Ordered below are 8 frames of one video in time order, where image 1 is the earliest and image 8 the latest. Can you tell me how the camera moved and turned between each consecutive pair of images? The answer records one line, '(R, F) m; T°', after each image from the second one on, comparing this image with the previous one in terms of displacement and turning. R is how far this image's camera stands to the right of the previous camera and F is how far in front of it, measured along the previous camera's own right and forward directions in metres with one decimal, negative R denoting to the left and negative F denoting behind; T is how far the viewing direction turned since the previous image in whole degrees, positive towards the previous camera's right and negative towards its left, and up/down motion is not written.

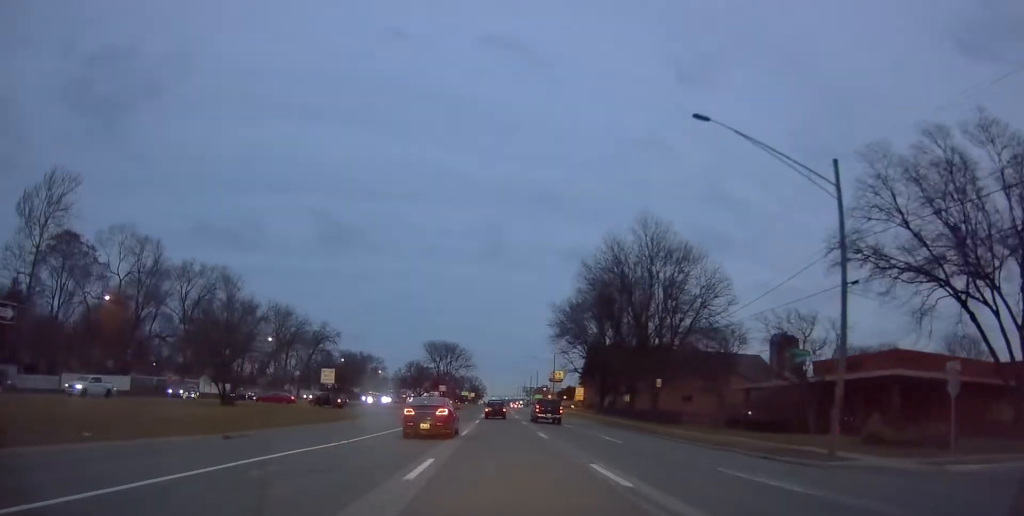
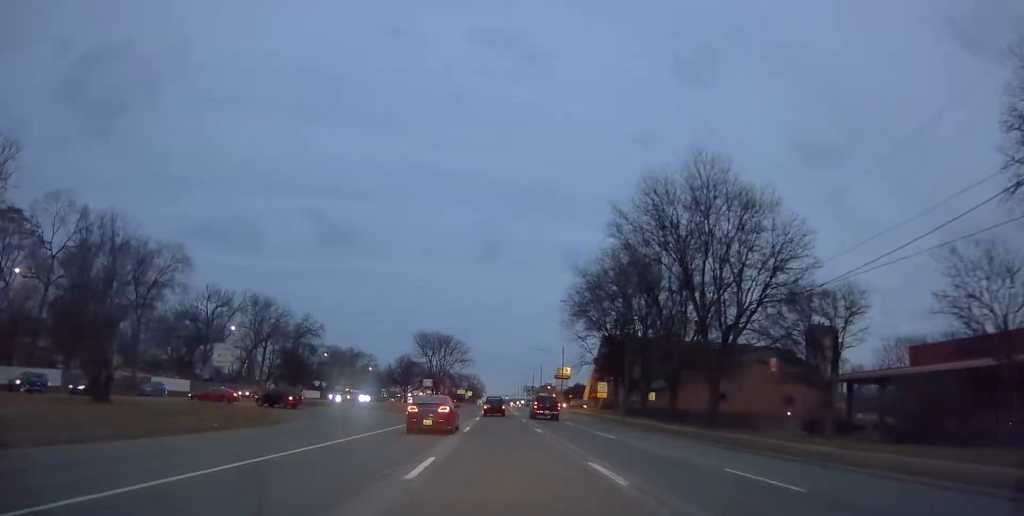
(-0.2, +15.7) m; 0°
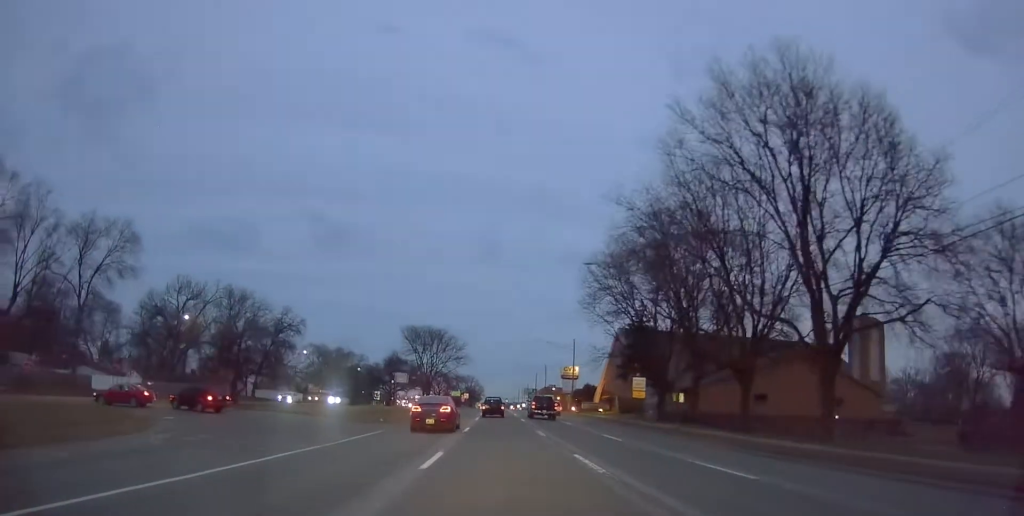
(+0.1, +14.8) m; +1°
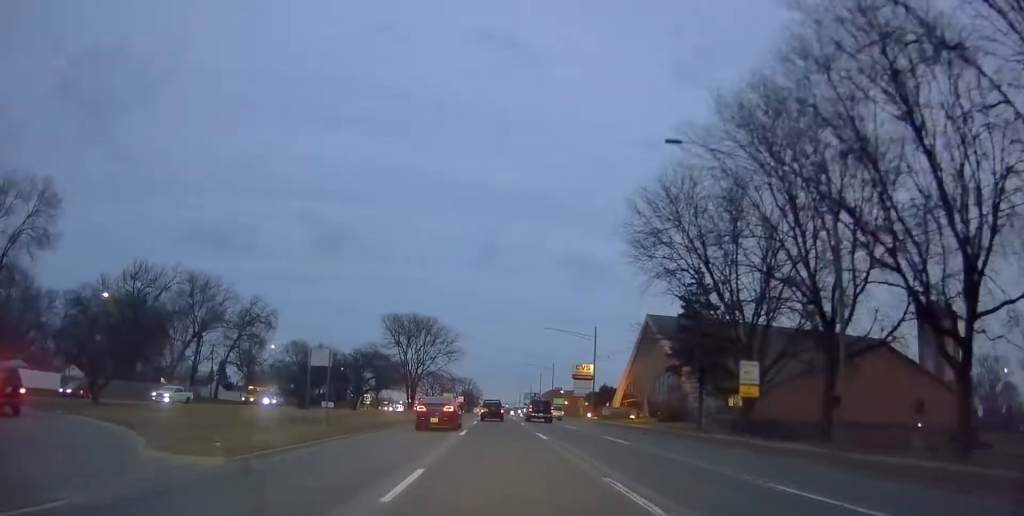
(+0.2, +18.7) m; +1°
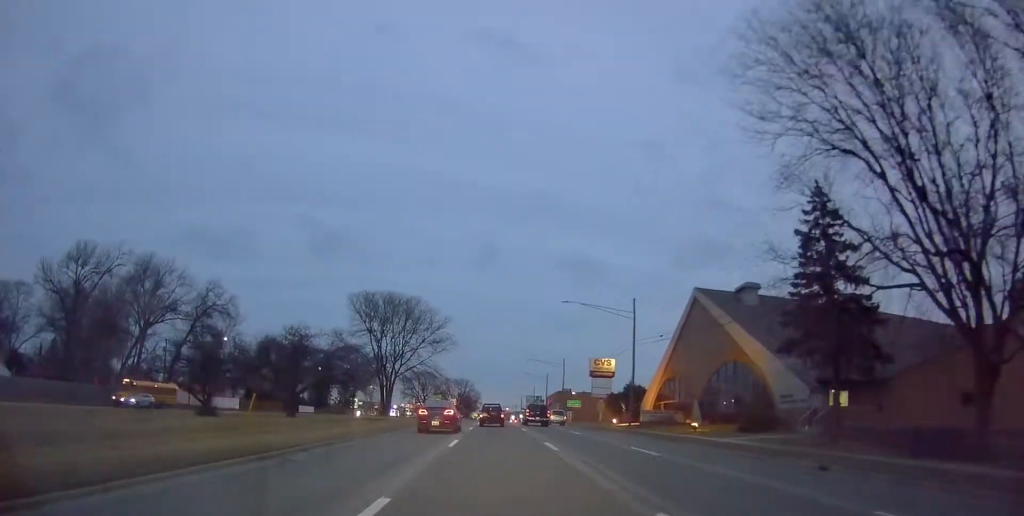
(0.0, +19.4) m; -1°
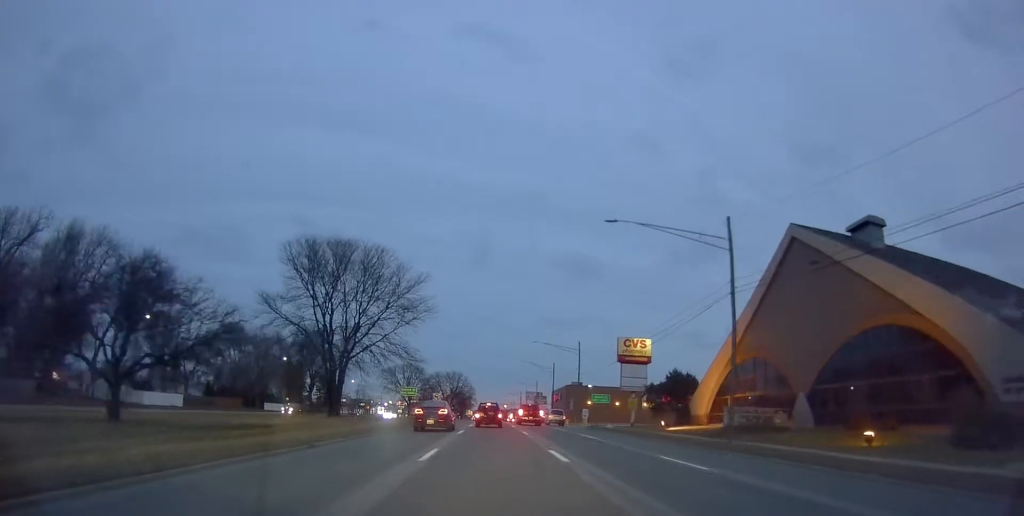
(-0.4, +21.1) m; -2°
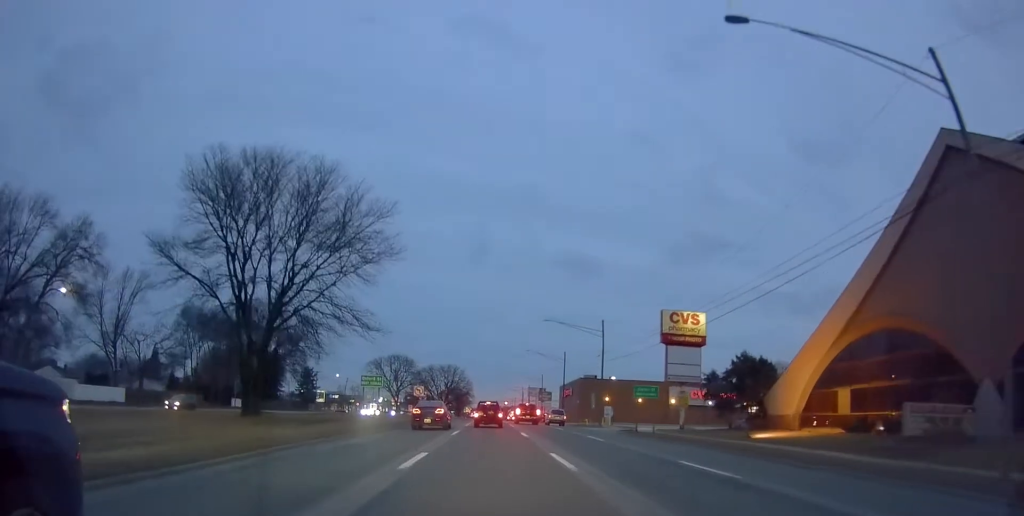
(-0.3, +16.8) m; 0°
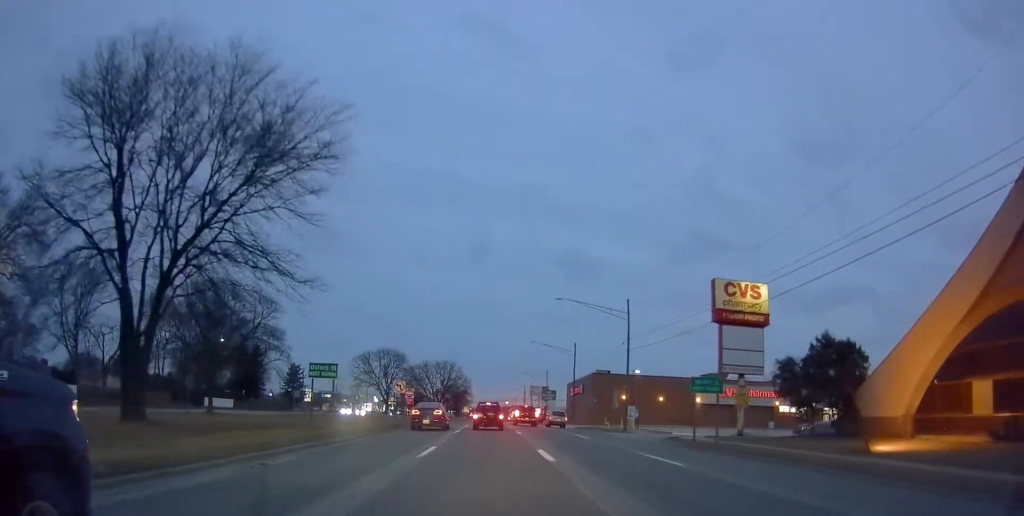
(+0.5, +11.4) m; 0°
